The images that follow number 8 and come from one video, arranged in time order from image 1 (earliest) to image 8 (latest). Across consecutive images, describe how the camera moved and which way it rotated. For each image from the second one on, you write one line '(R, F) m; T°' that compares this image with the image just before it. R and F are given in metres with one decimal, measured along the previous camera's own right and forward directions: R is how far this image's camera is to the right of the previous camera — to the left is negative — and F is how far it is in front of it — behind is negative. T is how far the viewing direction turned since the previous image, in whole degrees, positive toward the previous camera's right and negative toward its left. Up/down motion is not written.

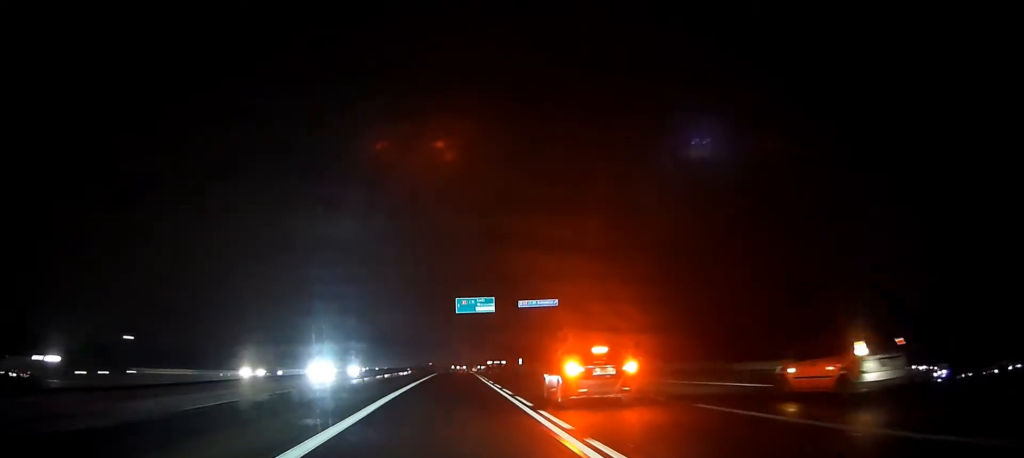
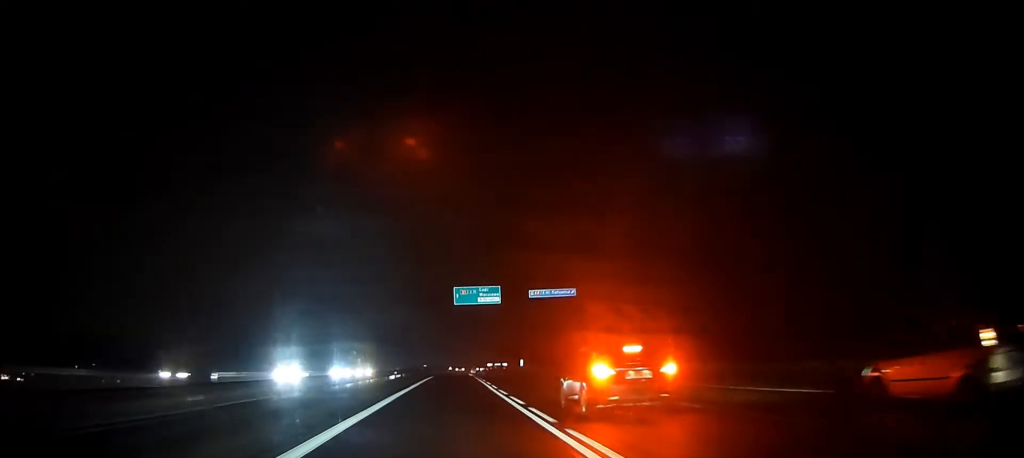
(0.0, +9.9) m; 0°
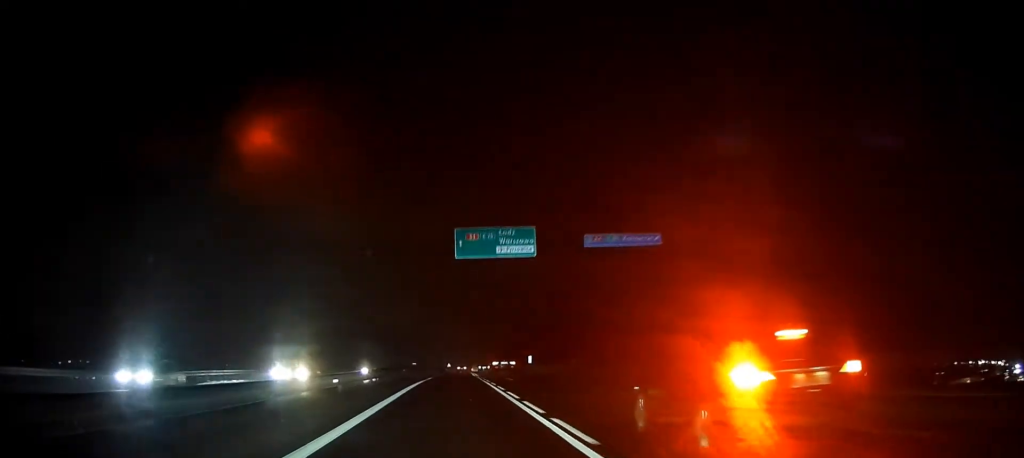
(+0.3, +21.5) m; +1°
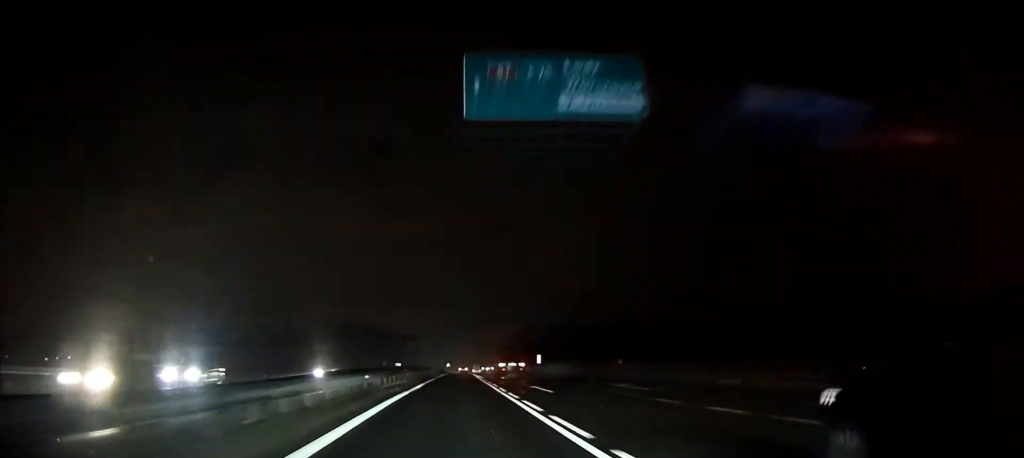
(+0.1, +16.8) m; 0°
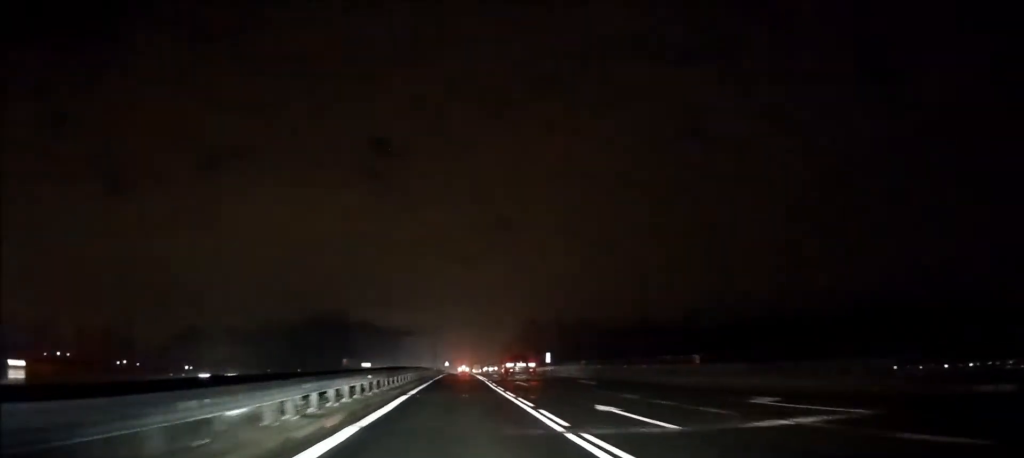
(0.0, +15.0) m; 0°
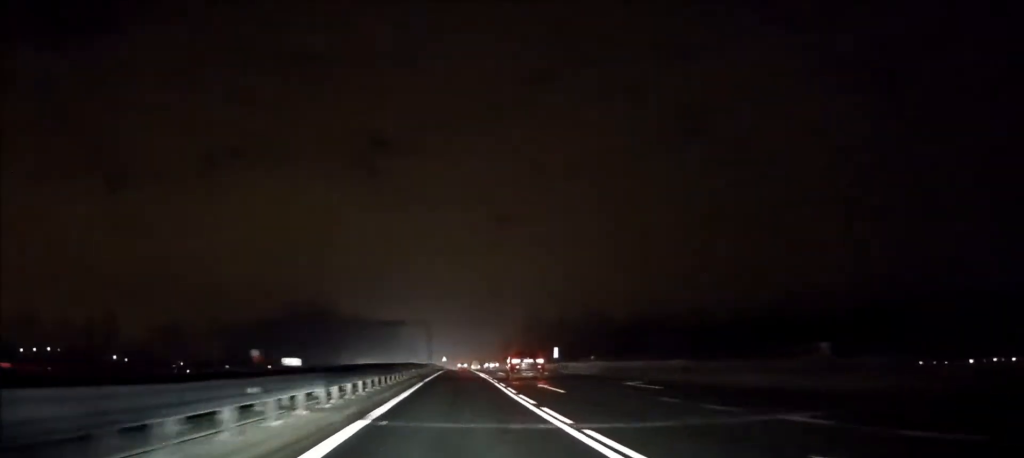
(0.0, +11.8) m; 0°
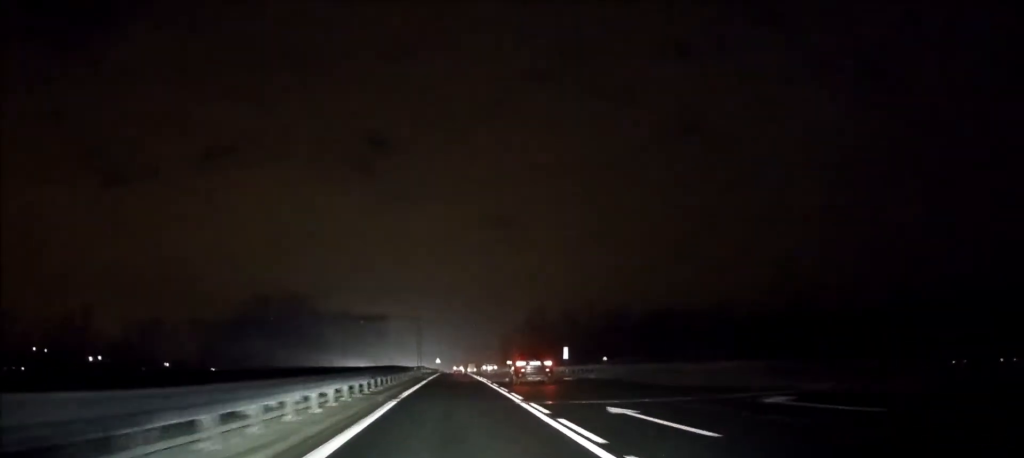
(0.0, +14.4) m; 0°
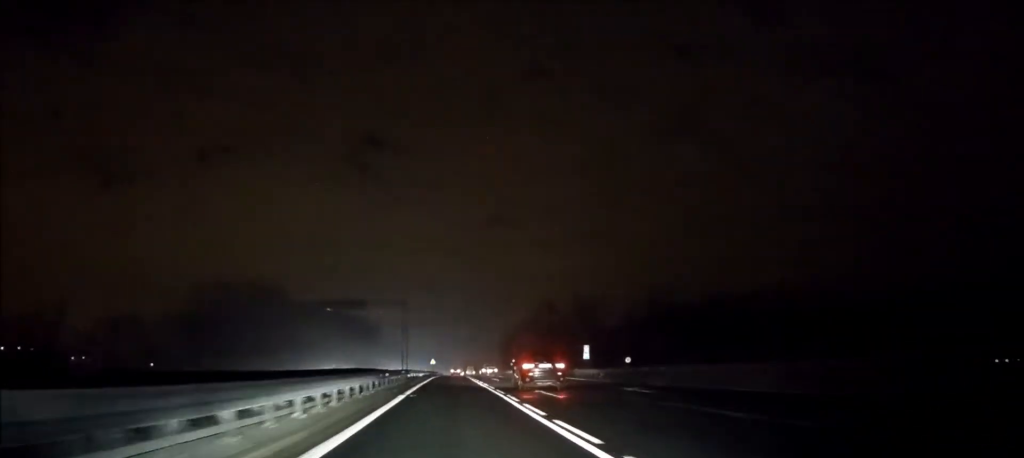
(0.0, +17.2) m; 0°
